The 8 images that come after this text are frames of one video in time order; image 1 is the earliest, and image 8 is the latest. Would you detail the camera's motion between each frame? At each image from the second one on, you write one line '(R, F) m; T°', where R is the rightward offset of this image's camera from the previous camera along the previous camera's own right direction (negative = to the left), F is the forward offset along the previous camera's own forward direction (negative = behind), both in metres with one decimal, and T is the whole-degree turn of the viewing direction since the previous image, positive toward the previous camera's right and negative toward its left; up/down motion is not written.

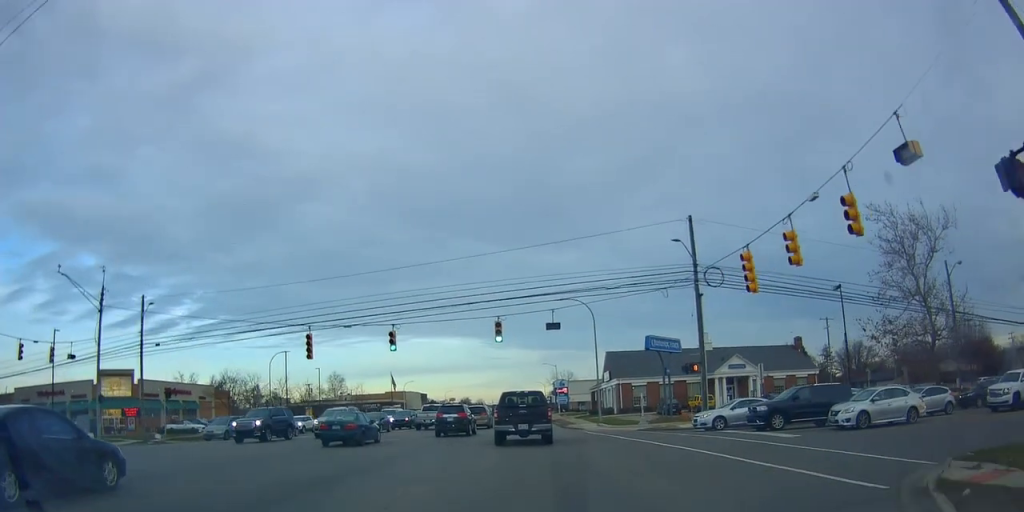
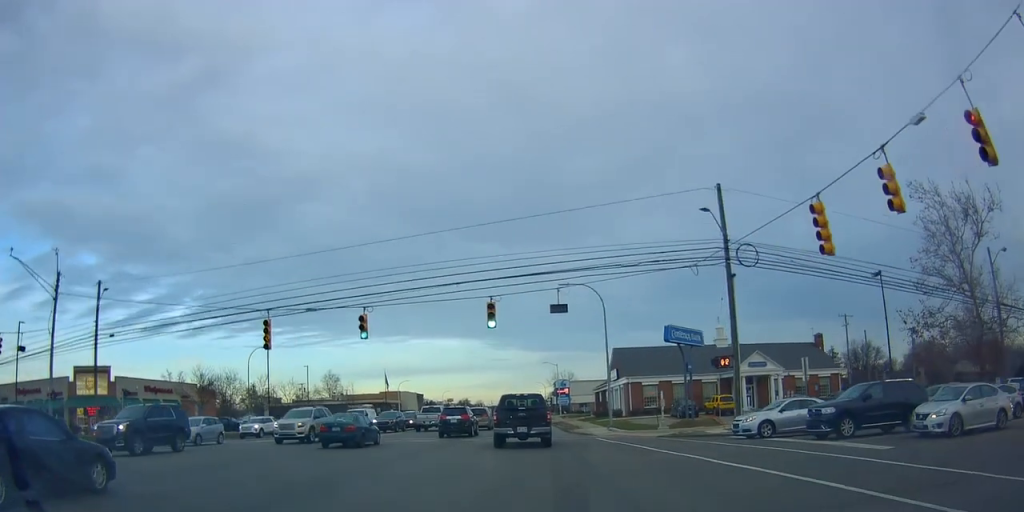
(0.0, +5.6) m; 0°
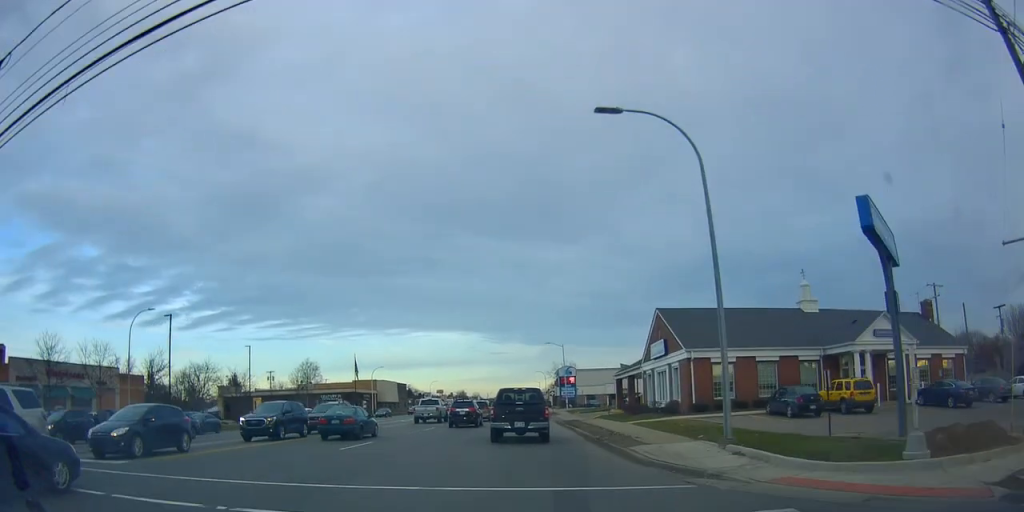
(0.0, +21.2) m; -1°
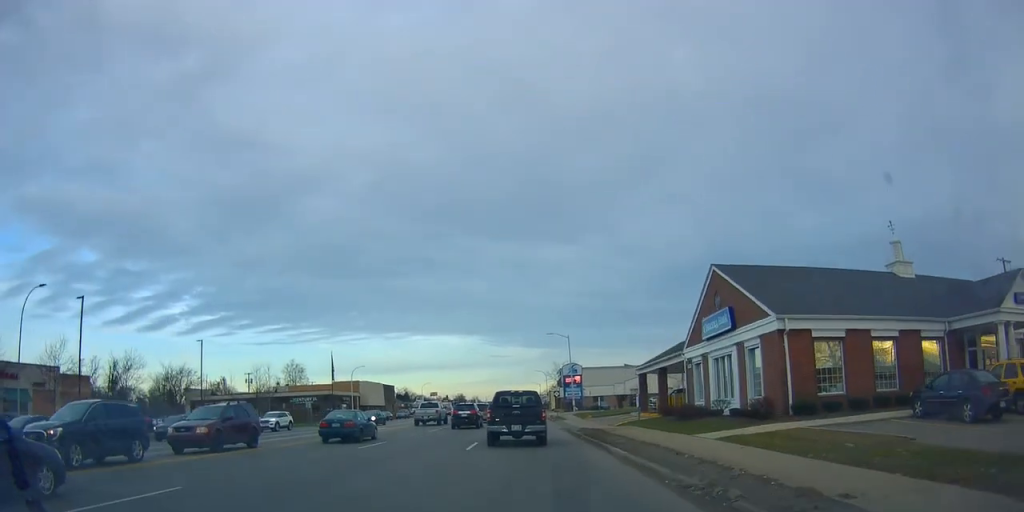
(-0.2, +12.5) m; -2°
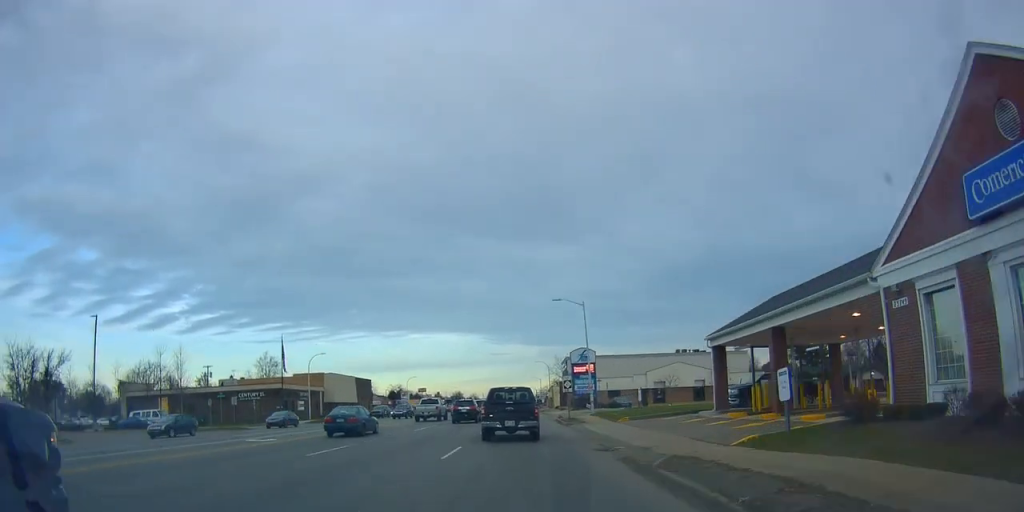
(+0.1, +19.7) m; +2°
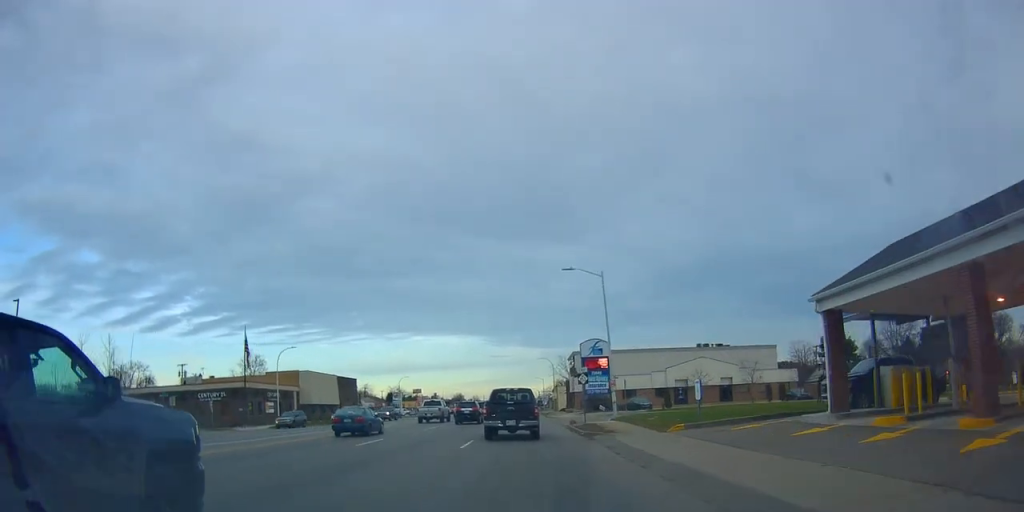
(+0.1, +11.3) m; 0°
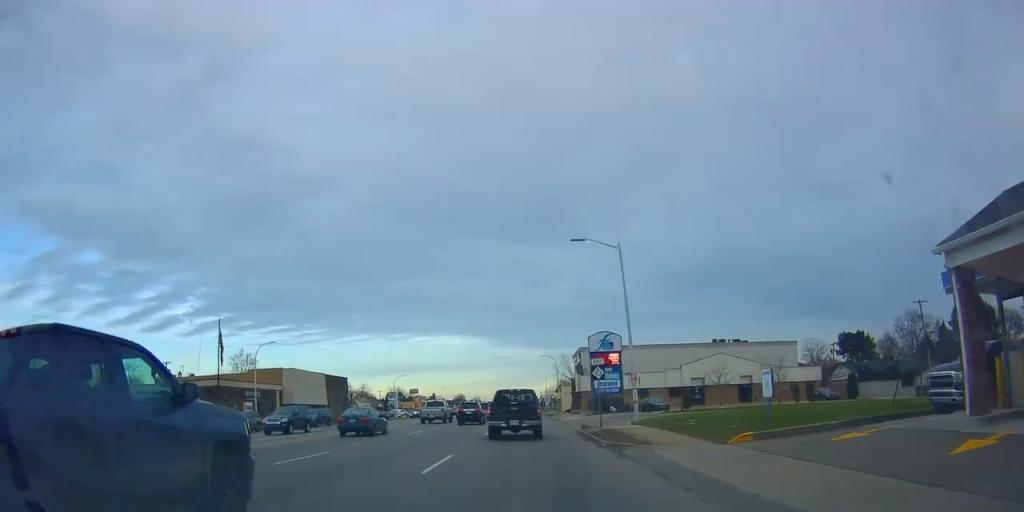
(0.0, +6.5) m; 0°
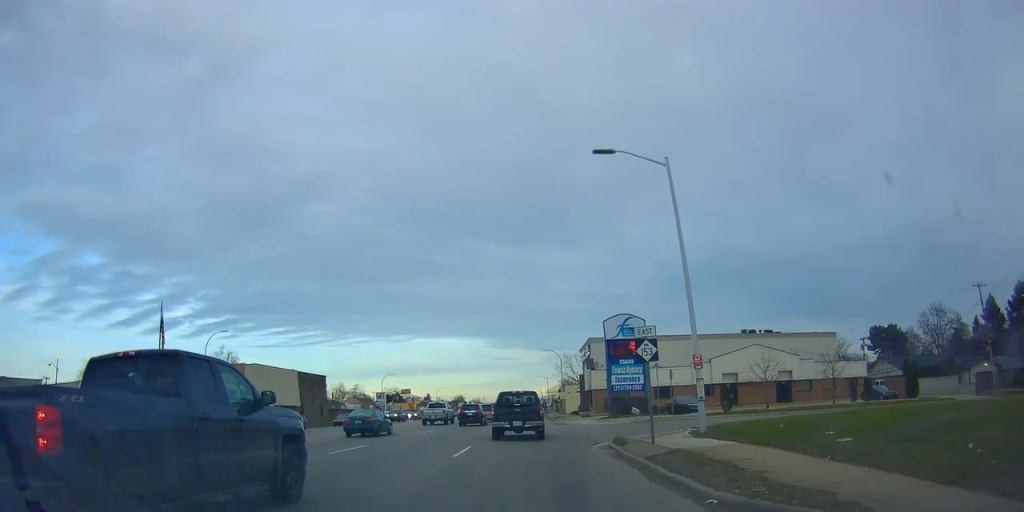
(0.0, +10.9) m; 0°
